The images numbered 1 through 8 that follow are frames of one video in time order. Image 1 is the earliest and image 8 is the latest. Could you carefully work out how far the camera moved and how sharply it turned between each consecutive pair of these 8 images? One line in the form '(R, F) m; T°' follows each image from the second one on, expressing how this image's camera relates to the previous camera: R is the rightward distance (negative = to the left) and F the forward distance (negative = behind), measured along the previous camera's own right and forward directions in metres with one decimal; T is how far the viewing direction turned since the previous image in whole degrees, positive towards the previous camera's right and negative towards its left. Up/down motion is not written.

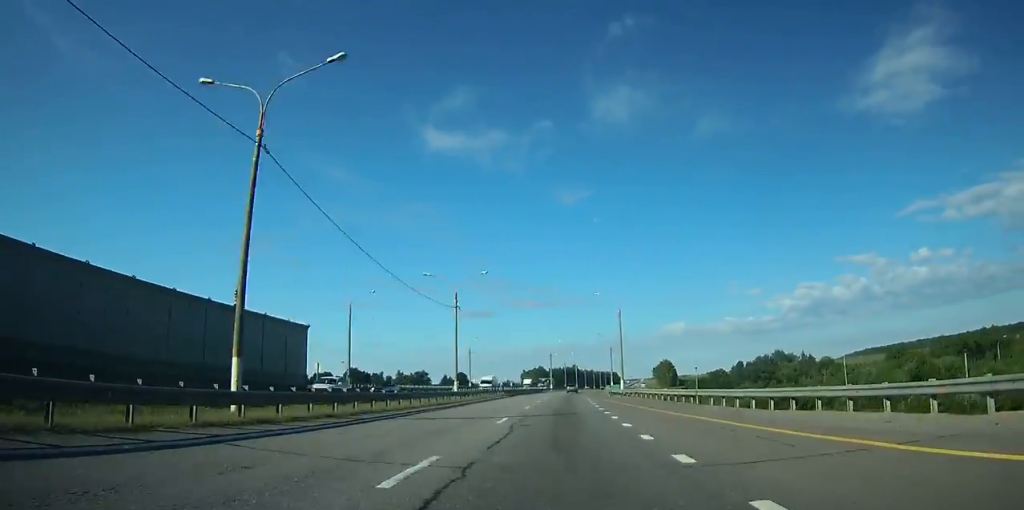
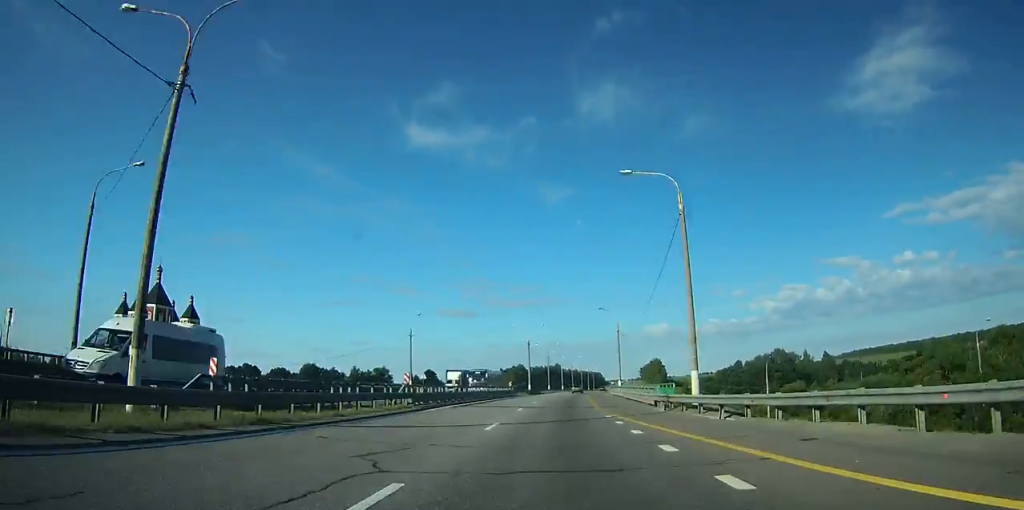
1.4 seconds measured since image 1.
(0.0, +36.7) m; +2°
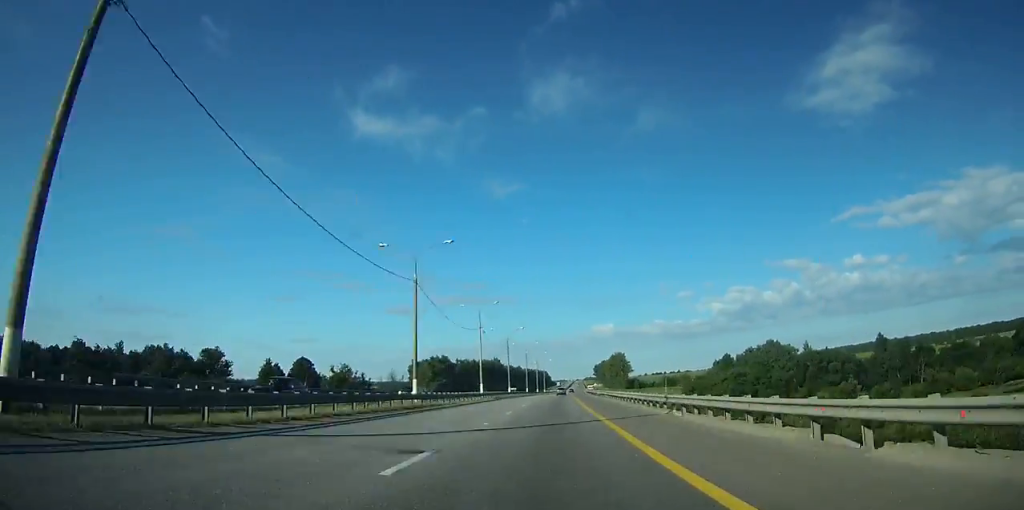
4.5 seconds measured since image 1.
(+3.5, +86.5) m; +4°
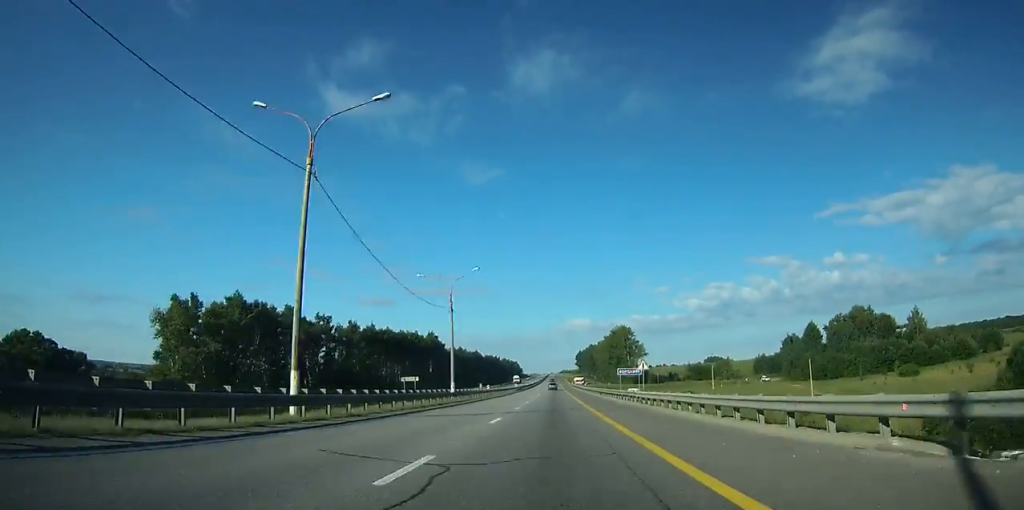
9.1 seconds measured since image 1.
(+10.7, +139.9) m; +6°
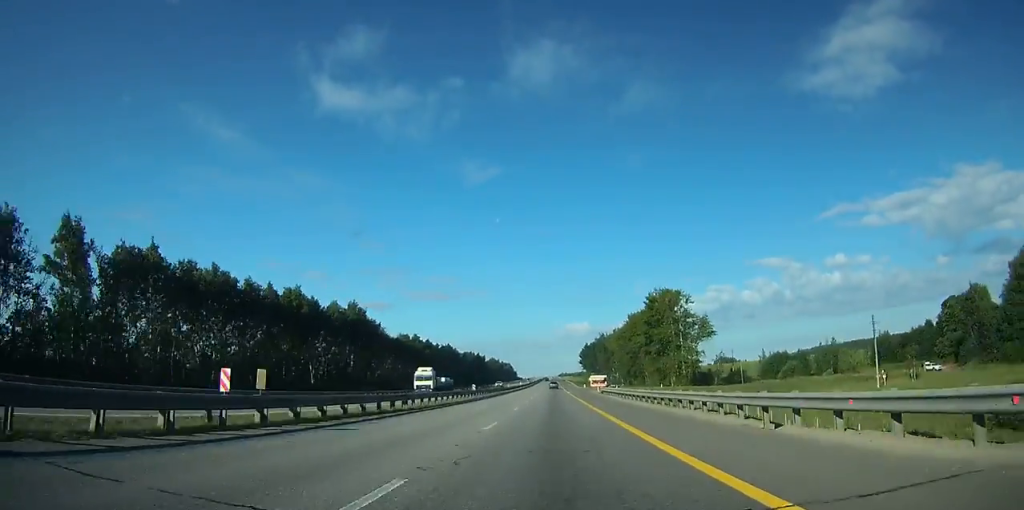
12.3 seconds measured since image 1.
(-1.4, +100.9) m; -5°
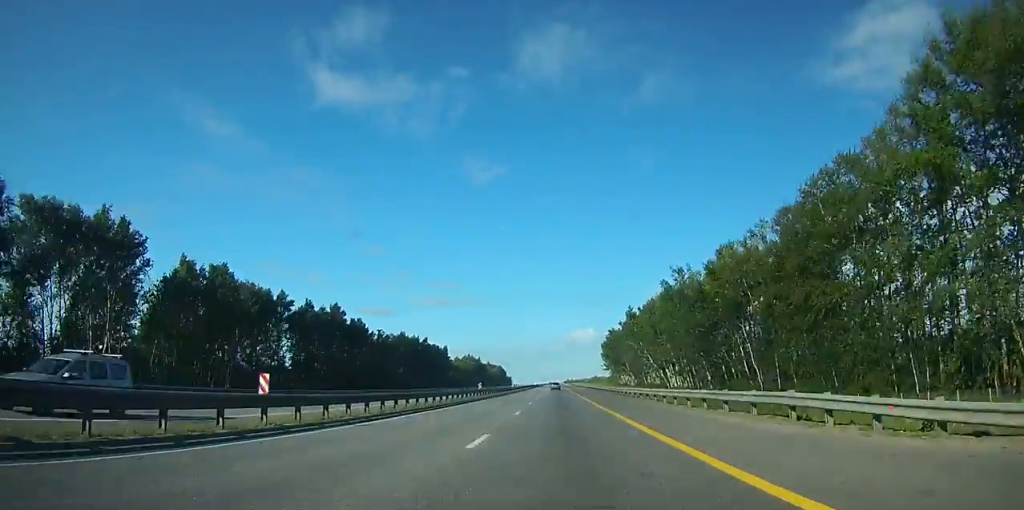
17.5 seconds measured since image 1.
(-4.5, +164.9) m; +2°
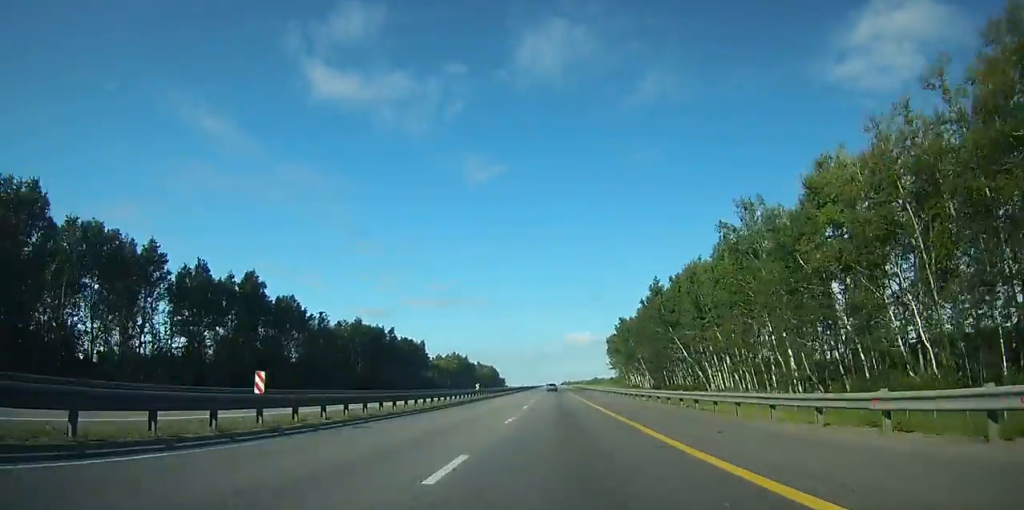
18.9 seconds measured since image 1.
(+0.1, +41.5) m; 0°
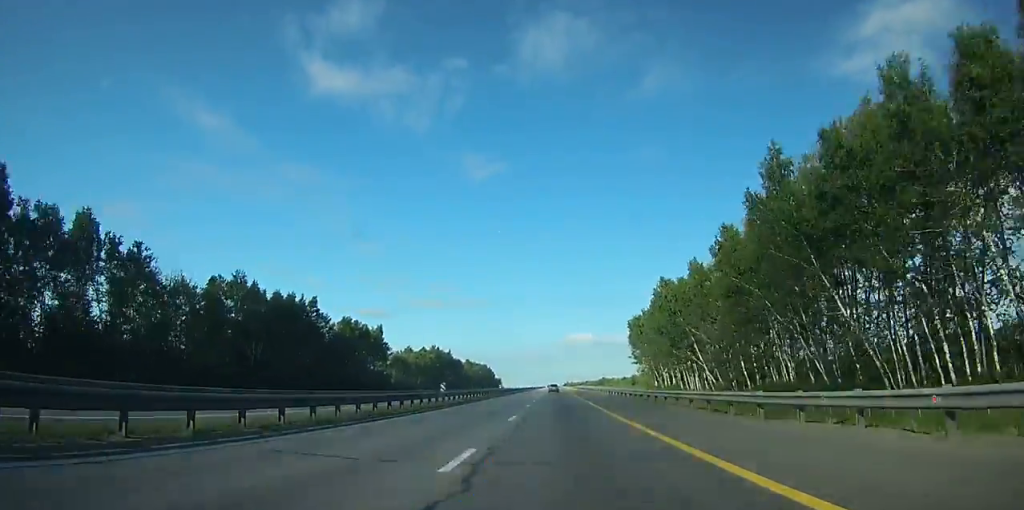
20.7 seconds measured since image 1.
(+0.1, +56.7) m; 0°
